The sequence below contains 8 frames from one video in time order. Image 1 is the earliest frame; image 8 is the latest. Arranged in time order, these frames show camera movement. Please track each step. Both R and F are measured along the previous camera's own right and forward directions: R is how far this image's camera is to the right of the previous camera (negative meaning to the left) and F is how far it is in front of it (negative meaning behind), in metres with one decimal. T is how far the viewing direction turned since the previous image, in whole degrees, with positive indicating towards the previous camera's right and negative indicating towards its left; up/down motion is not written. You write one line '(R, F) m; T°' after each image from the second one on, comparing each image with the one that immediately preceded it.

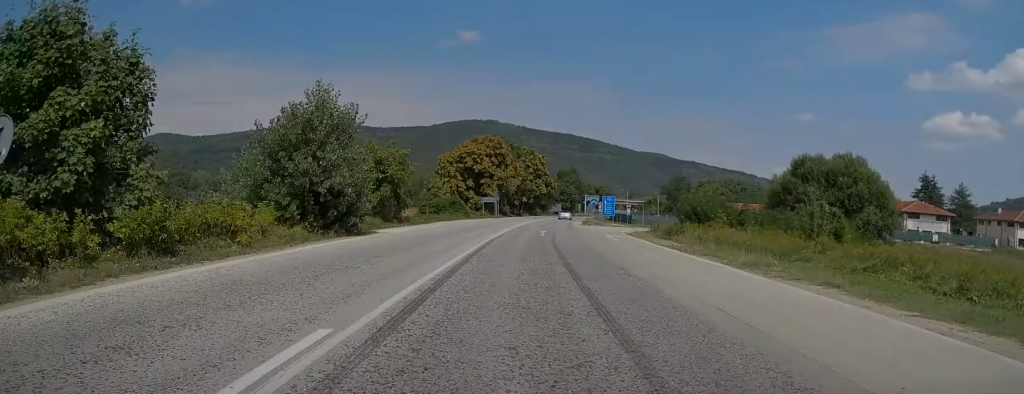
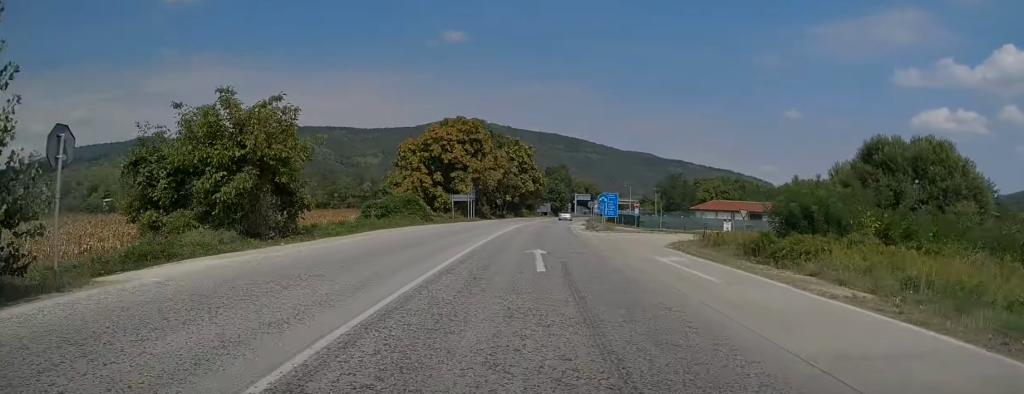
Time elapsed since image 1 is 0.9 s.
(+0.2, +16.6) m; +1°
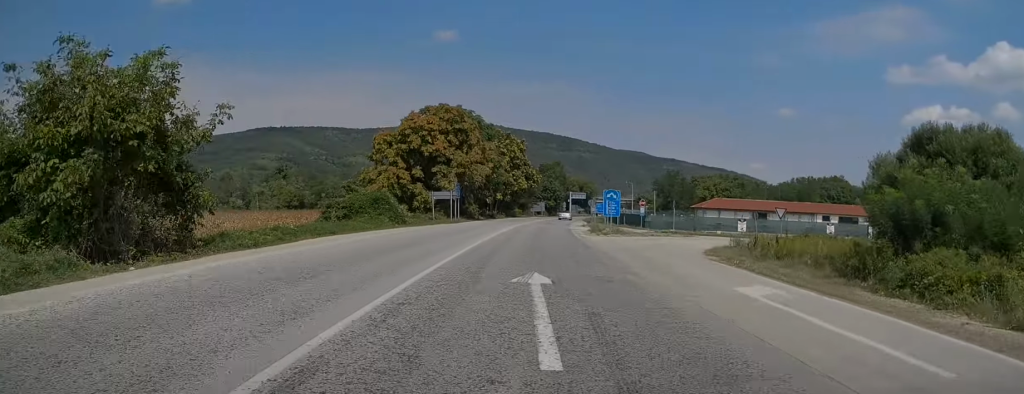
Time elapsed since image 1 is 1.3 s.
(0.0, +7.6) m; +1°
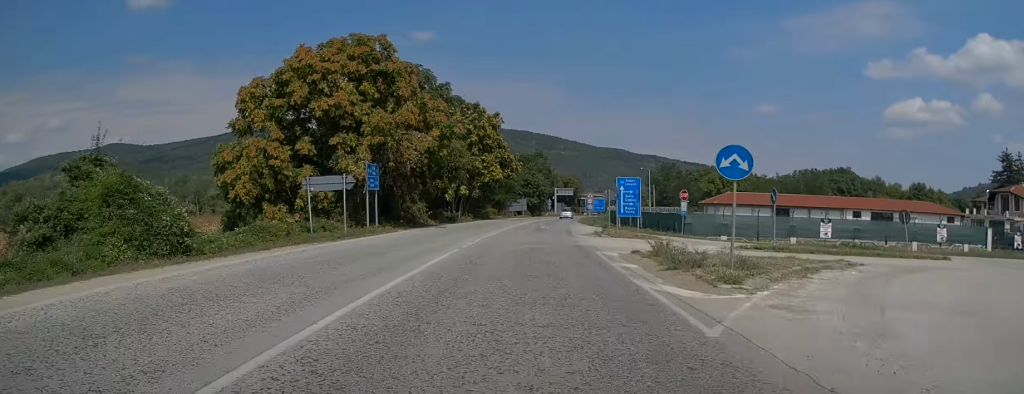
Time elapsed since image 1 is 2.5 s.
(+0.4, +23.3) m; +1°
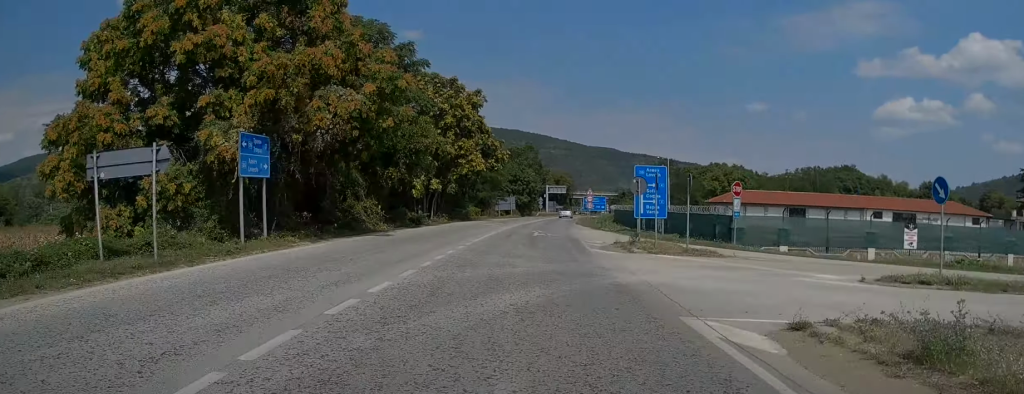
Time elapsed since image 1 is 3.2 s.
(-0.1, +12.0) m; +1°
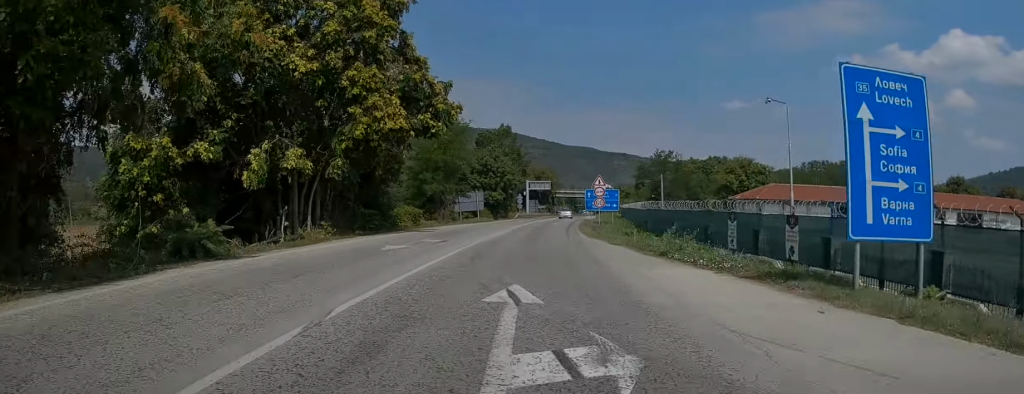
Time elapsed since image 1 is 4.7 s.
(+0.7, +25.1) m; +2°
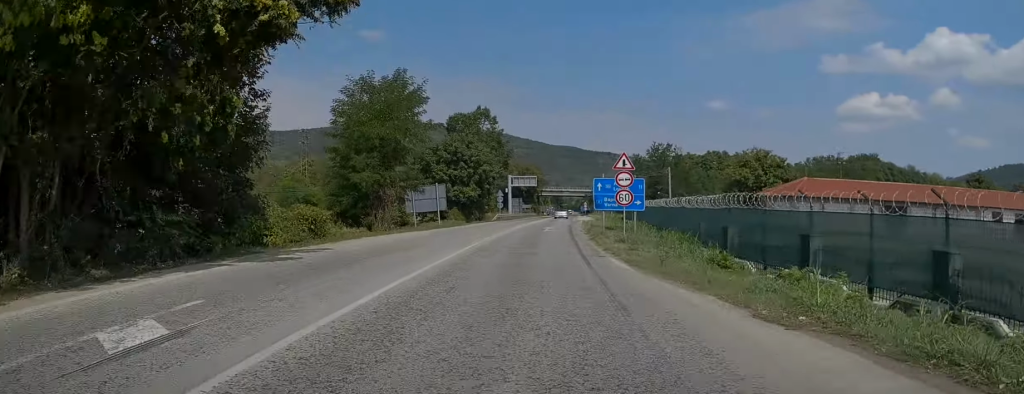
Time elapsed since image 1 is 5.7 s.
(+0.1, +16.4) m; +1°
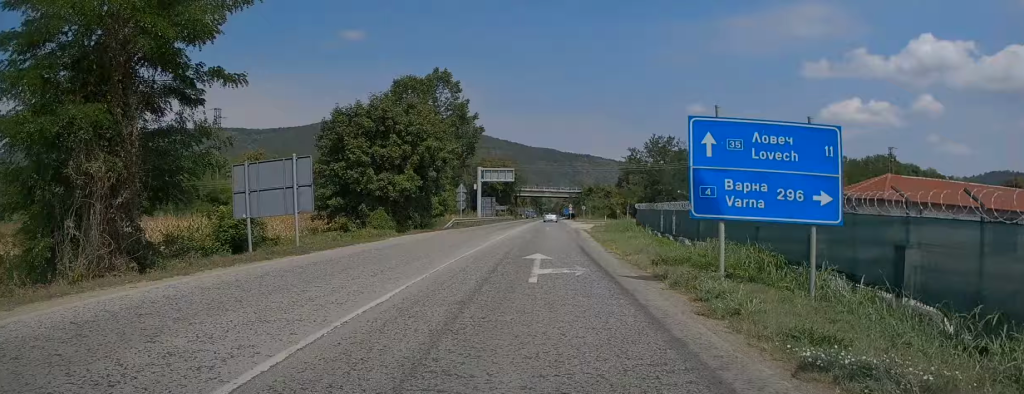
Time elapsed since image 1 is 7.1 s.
(+0.5, +22.6) m; +2°
